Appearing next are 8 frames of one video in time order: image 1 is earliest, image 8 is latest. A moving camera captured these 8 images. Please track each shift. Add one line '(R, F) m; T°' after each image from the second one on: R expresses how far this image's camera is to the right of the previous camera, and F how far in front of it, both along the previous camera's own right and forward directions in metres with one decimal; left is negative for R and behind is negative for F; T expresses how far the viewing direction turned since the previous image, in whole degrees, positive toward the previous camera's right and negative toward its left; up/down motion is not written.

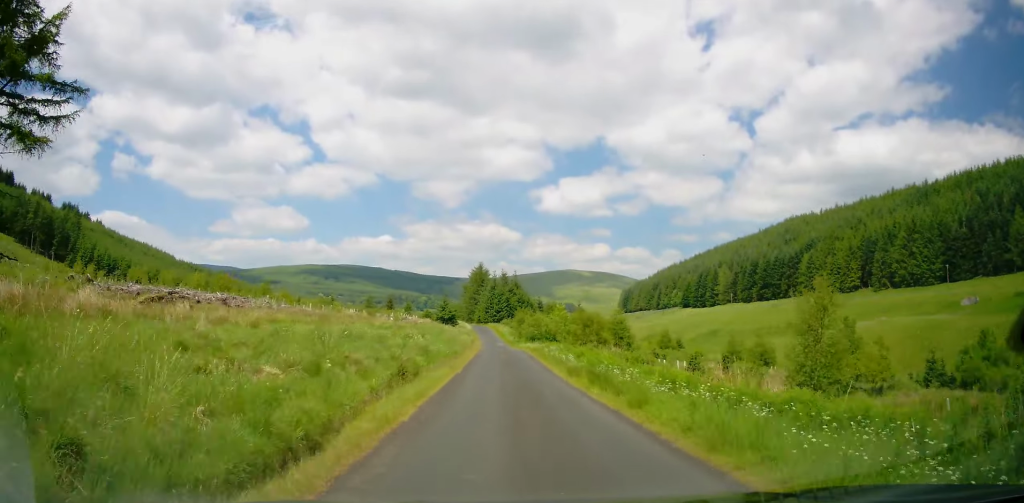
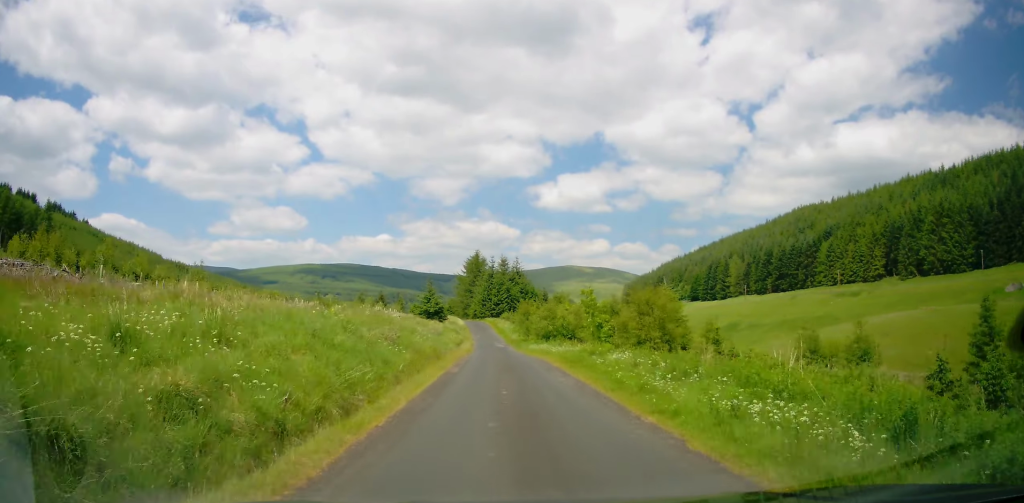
(+0.3, +20.8) m; 0°
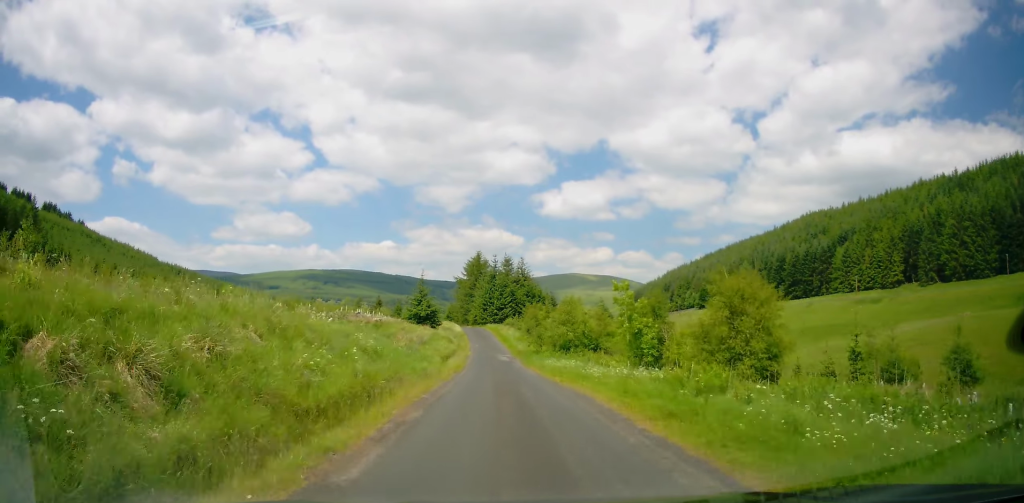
(-0.2, +12.4) m; -1°
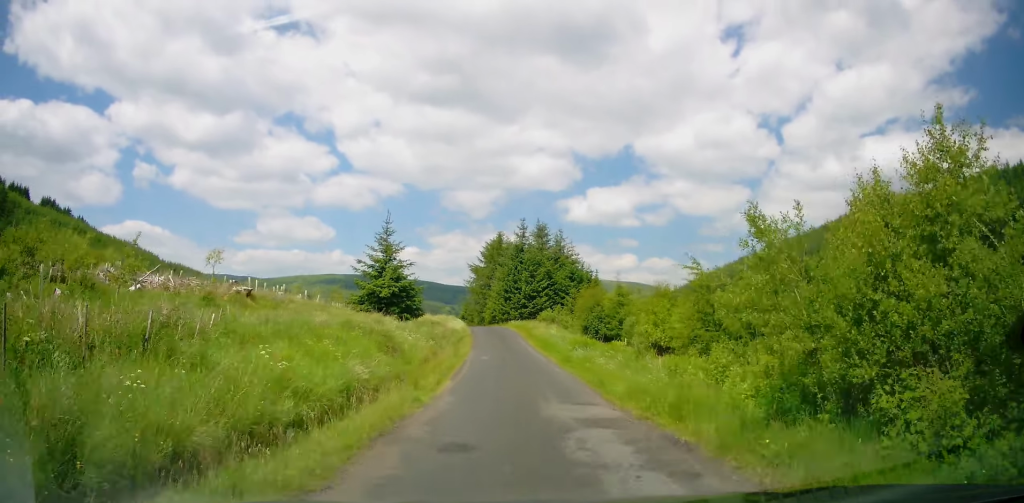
(-0.1, +34.4) m; -1°
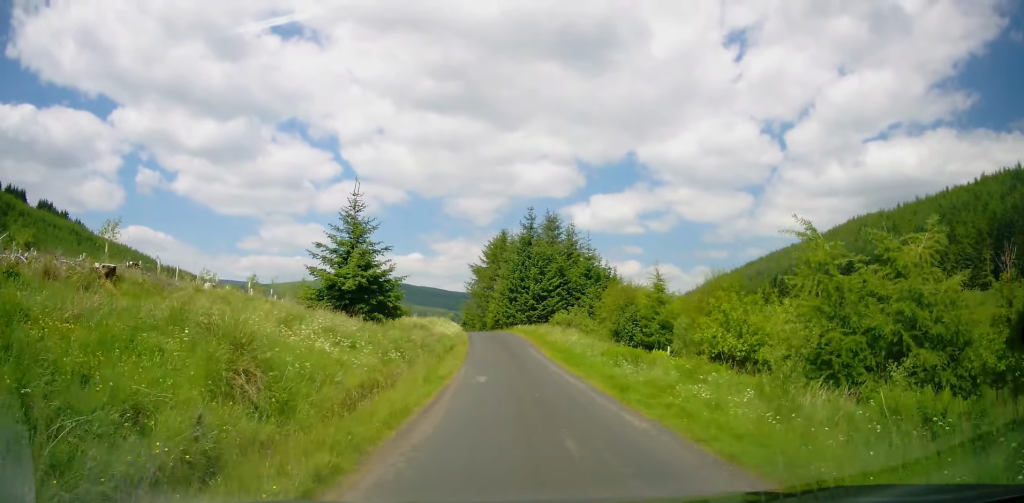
(-0.1, +9.4) m; 0°
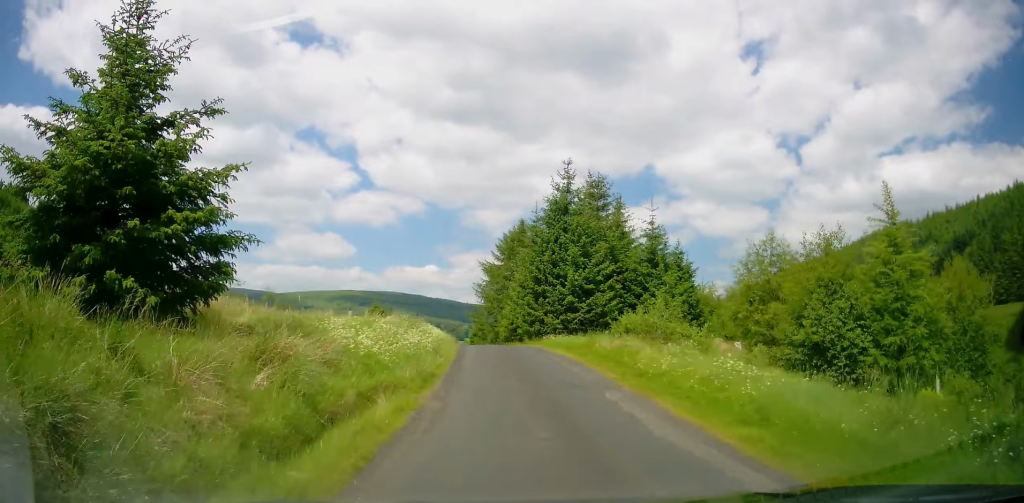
(-0.1, +19.4) m; -1°
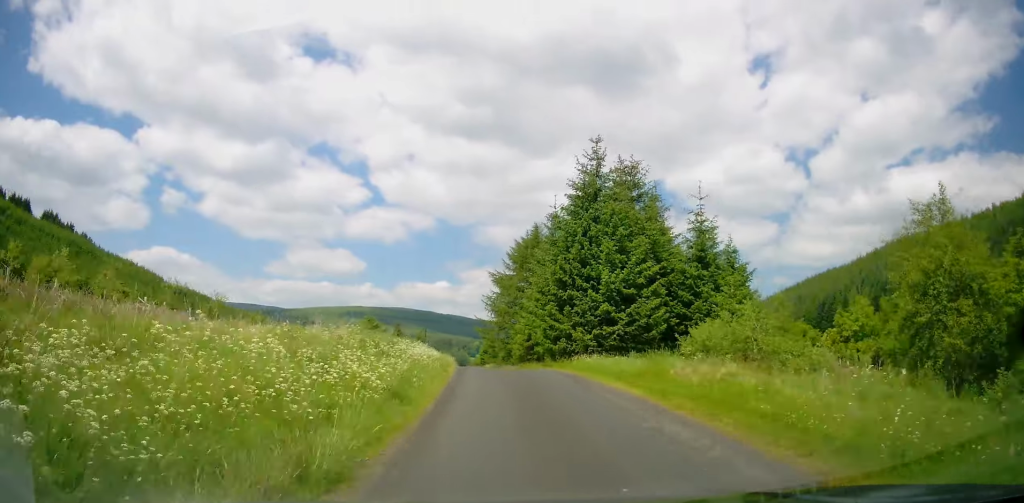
(+0.1, +7.8) m; -1°
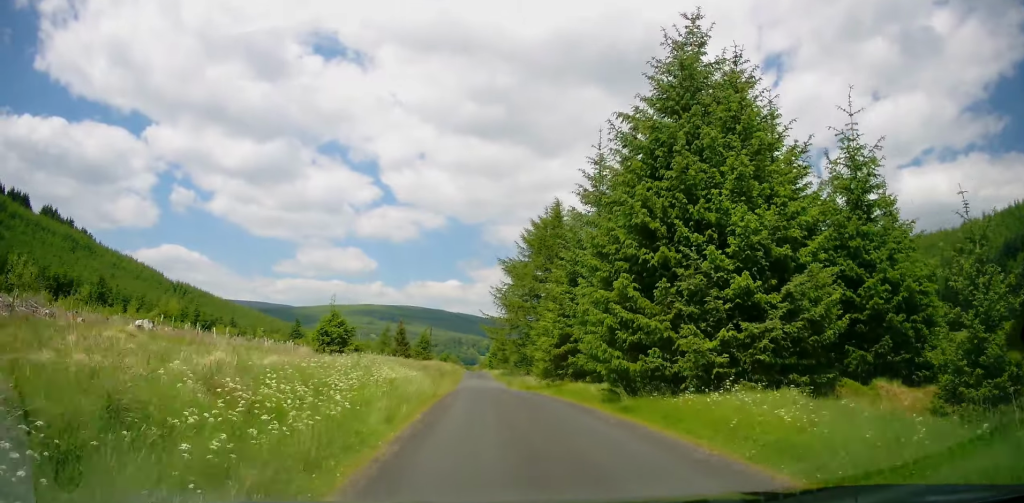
(-0.5, +14.6) m; -1°
